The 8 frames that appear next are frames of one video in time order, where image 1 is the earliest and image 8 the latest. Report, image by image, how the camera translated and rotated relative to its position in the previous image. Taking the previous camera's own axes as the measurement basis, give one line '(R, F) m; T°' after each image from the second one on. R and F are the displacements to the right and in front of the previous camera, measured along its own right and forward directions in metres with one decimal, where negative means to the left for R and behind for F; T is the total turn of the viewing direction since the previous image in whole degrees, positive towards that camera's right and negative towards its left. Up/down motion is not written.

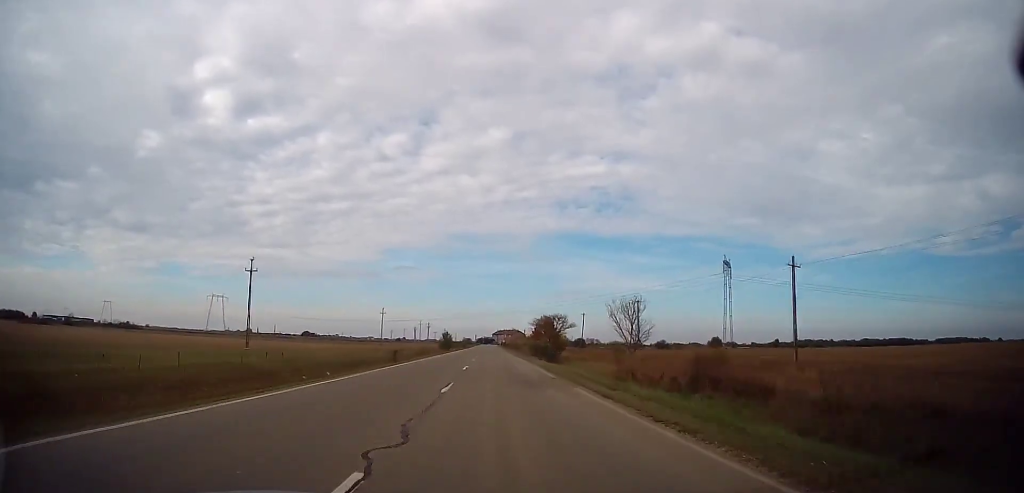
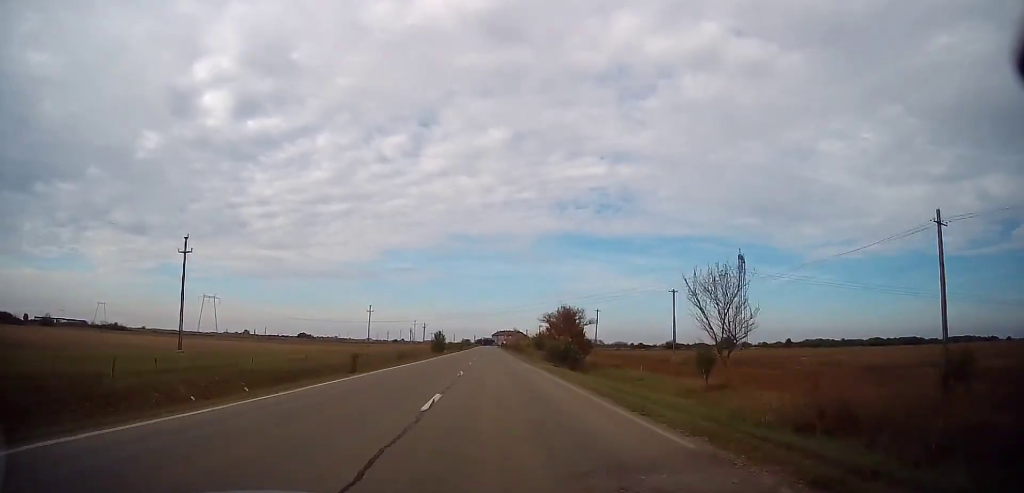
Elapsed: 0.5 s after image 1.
(-0.2, +14.7) m; 0°
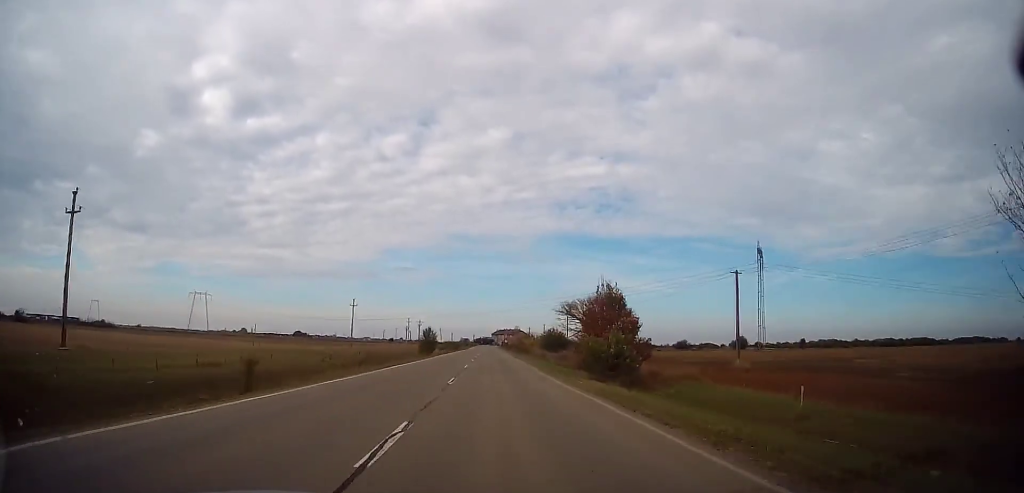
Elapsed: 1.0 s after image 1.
(+0.3, +15.7) m; 0°
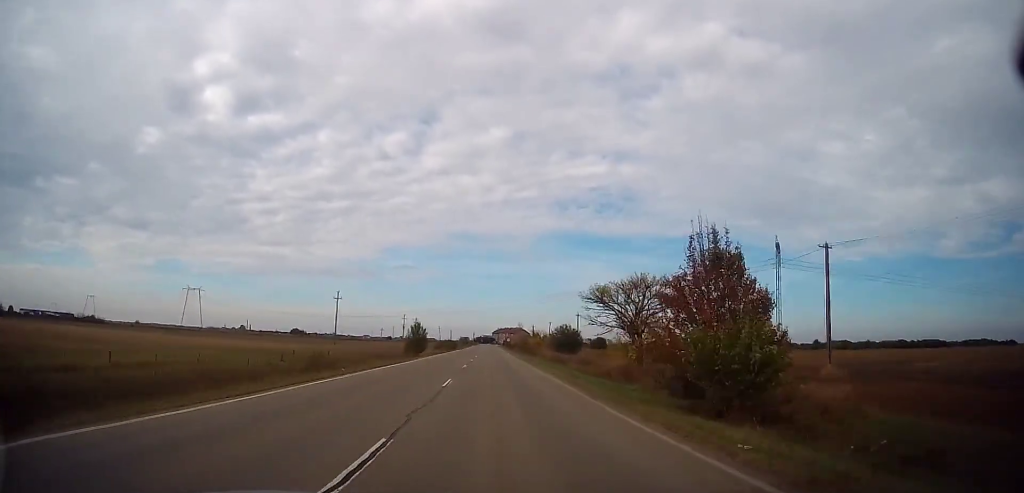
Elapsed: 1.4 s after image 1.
(+0.2, +12.6) m; 0°
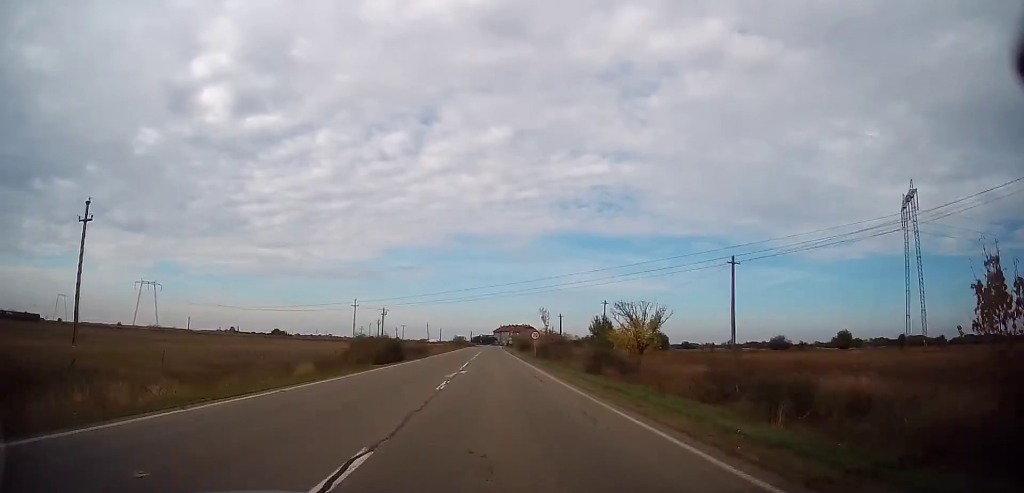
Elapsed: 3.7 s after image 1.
(-0.6, +69.4) m; -1°
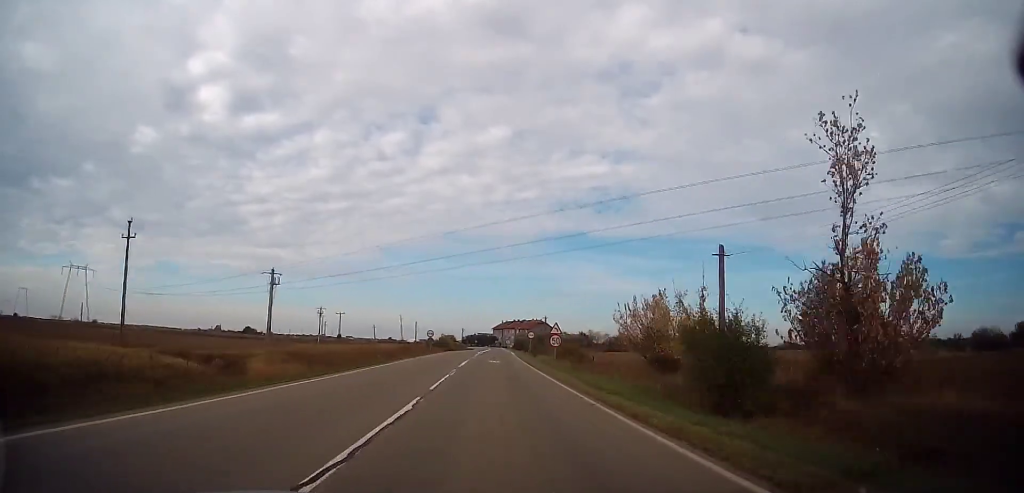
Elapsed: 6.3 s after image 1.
(0.0, +78.1) m; 0°
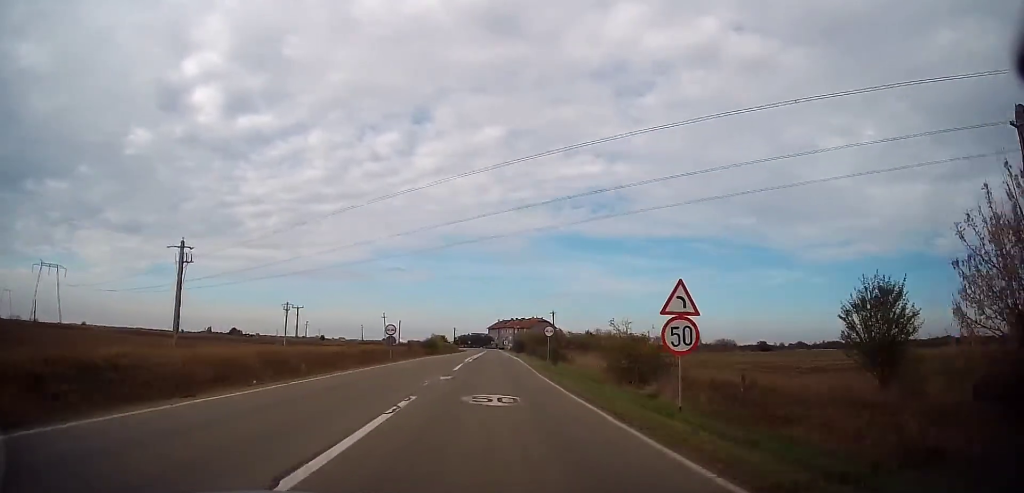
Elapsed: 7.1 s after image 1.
(+0.3, +22.7) m; 0°
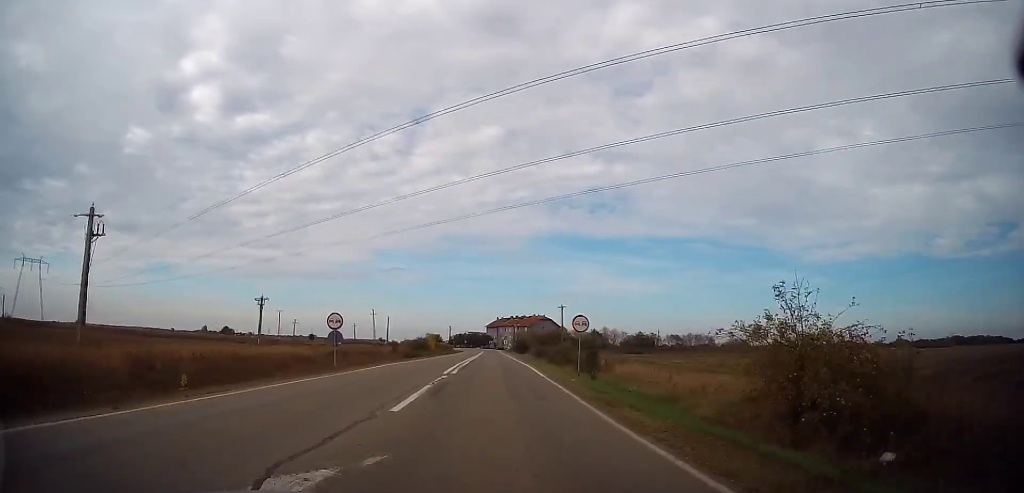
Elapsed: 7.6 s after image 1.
(+0.4, +14.3) m; 0°
